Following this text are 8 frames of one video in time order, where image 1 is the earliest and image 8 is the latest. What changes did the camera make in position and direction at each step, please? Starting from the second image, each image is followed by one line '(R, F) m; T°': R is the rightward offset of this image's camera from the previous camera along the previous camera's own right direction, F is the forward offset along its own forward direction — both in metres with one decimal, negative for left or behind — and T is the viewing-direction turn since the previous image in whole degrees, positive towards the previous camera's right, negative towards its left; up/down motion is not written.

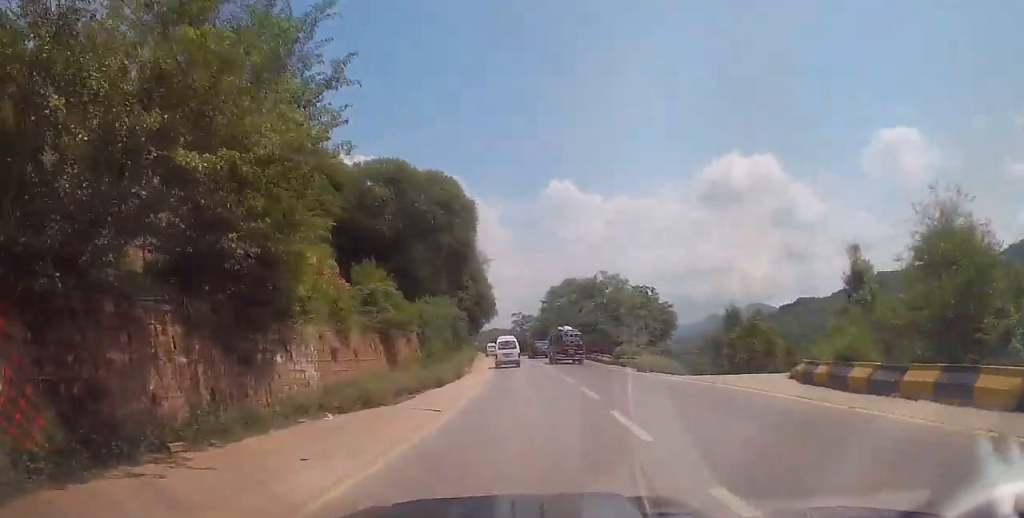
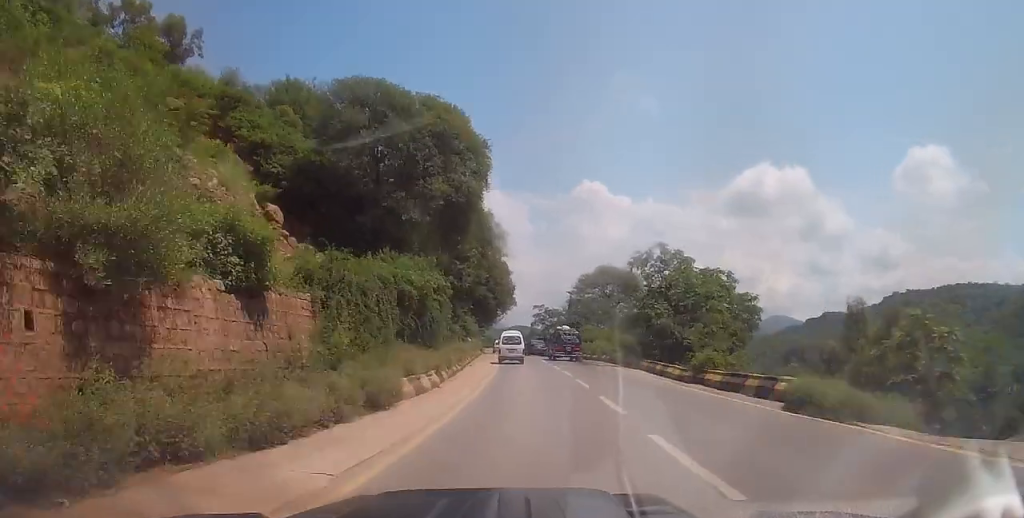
(-0.4, +14.8) m; -2°
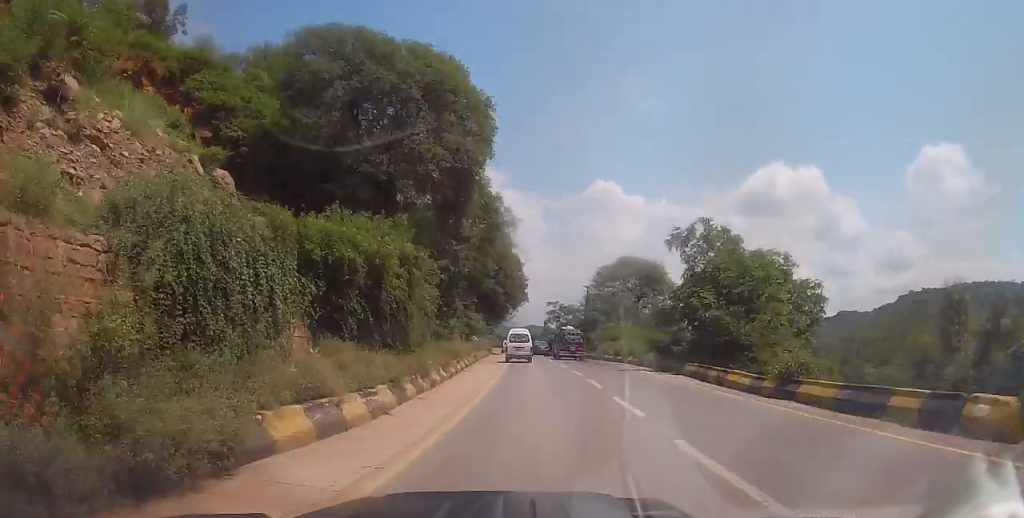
(0.0, +6.8) m; 0°
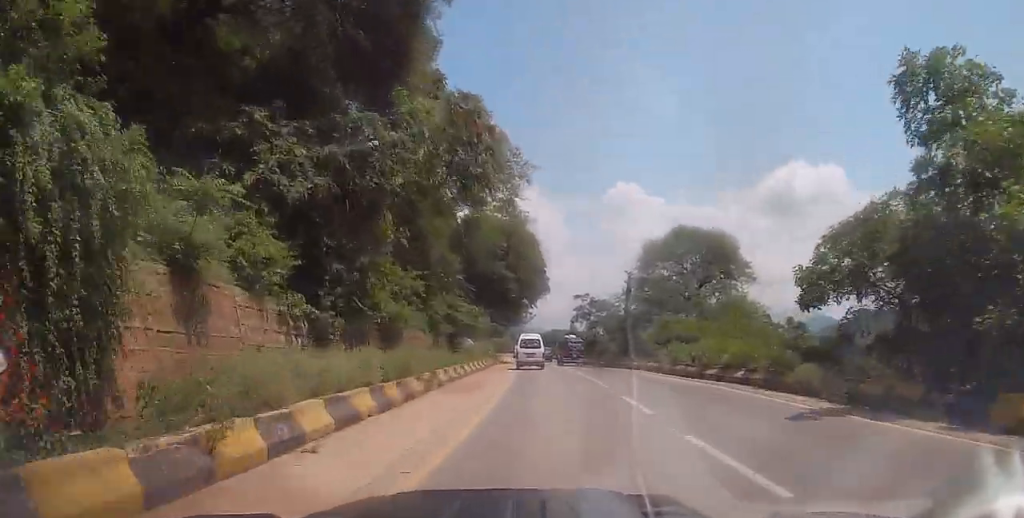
(-0.1, +17.5) m; -2°
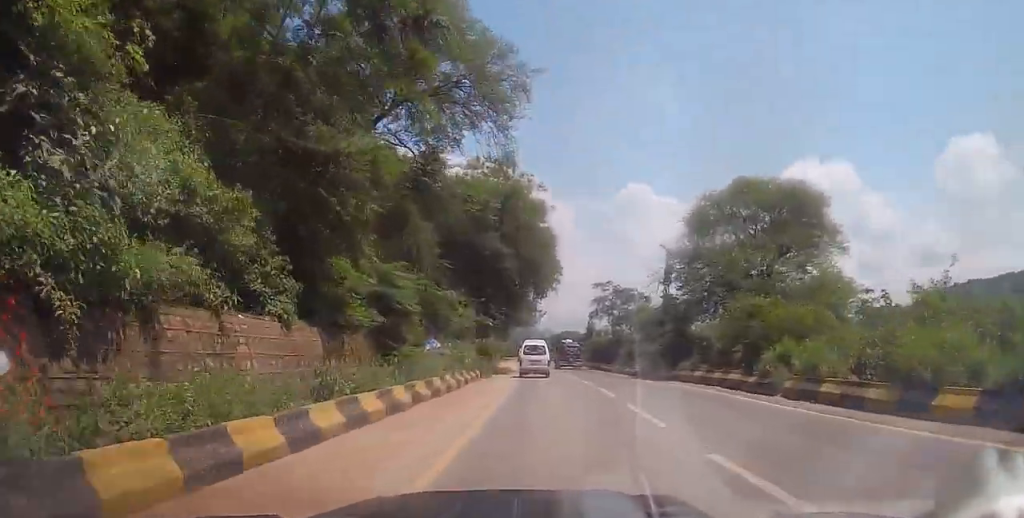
(-0.4, +13.6) m; 0°
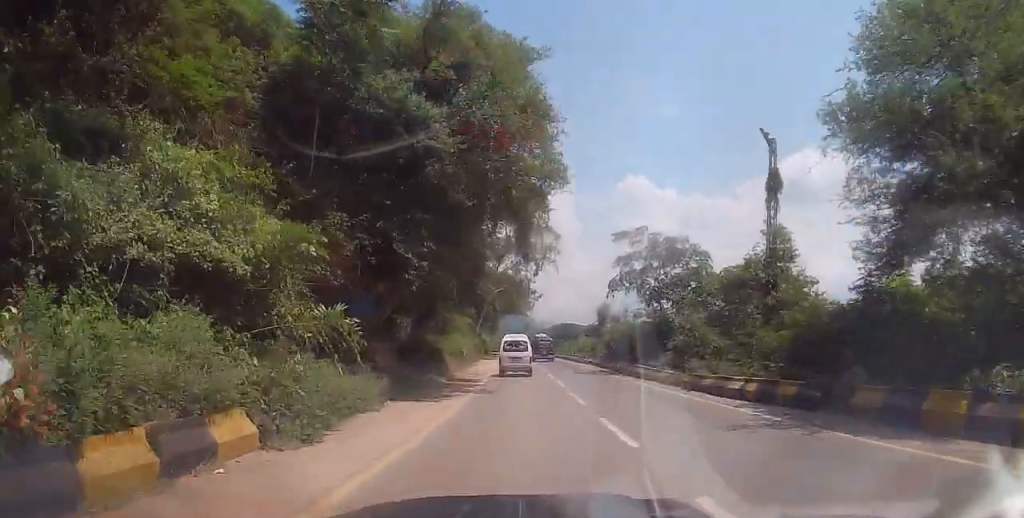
(+0.5, +19.8) m; +1°
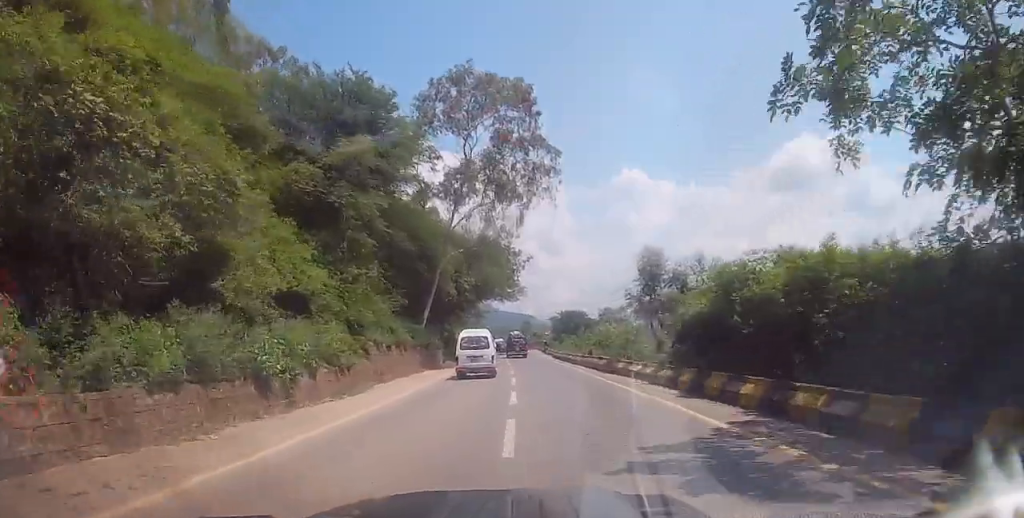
(-0.3, +25.2) m; -2°
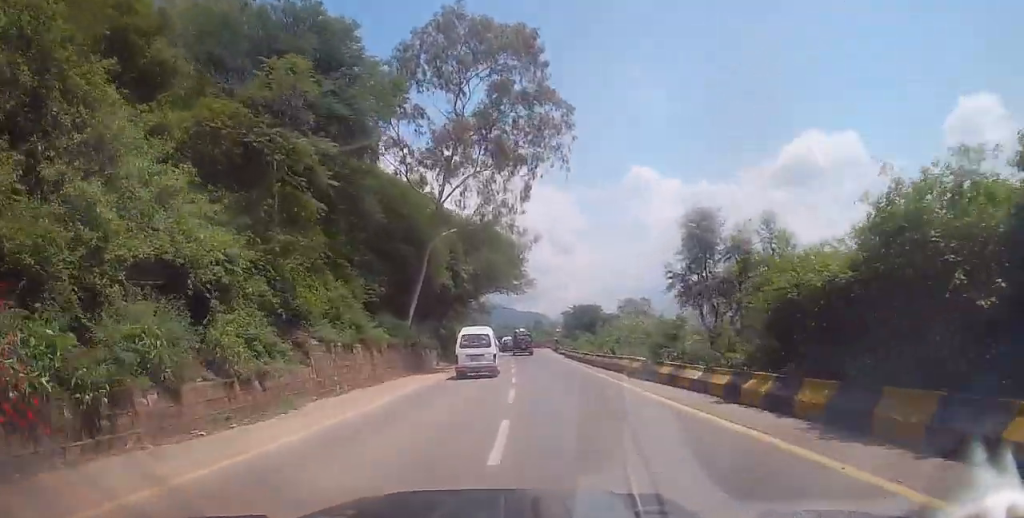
(-0.1, +6.4) m; -1°
